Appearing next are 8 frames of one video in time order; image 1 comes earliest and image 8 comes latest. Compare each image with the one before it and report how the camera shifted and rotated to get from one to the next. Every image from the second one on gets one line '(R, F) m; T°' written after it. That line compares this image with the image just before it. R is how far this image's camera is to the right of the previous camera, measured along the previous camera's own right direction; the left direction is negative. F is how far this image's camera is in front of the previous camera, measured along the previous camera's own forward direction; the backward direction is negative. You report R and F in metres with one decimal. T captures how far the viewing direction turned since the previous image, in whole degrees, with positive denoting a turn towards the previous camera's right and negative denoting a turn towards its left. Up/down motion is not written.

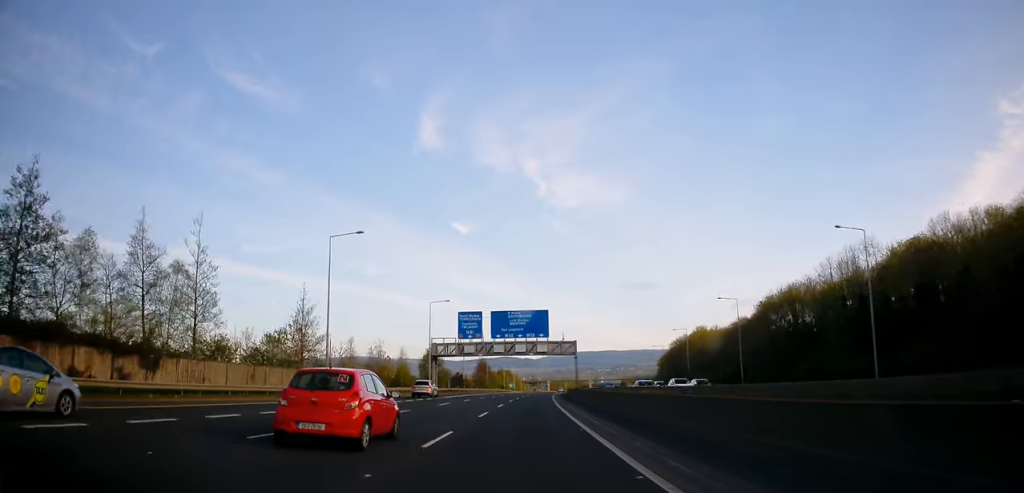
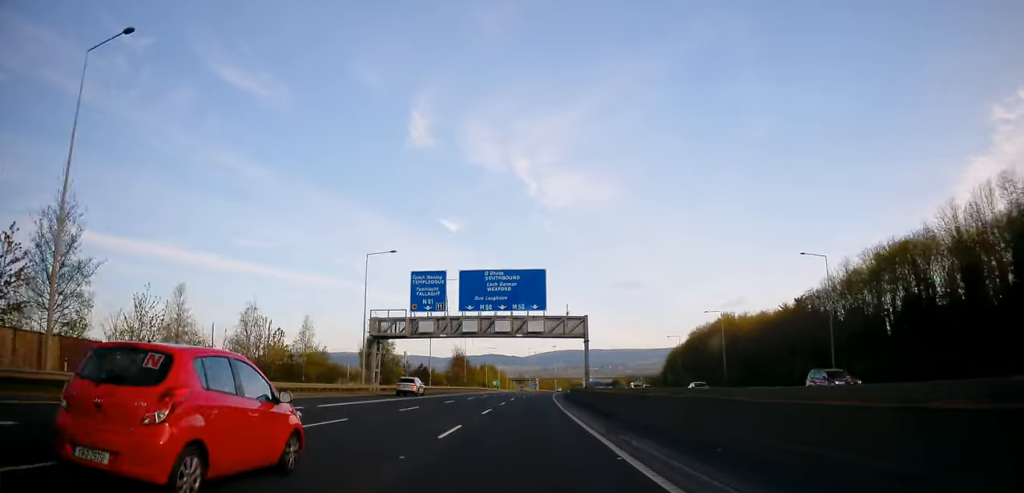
(+0.5, +33.6) m; +2°
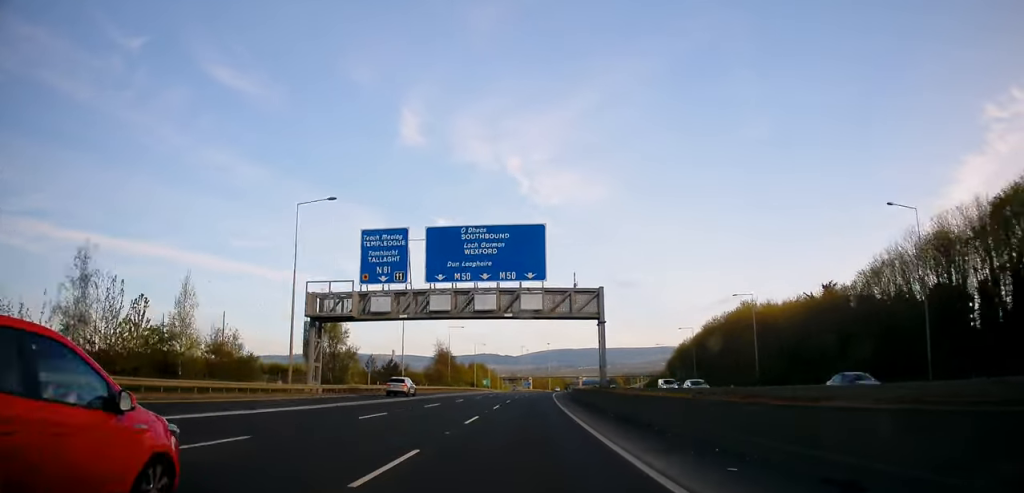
(+0.1, +18.1) m; +1°
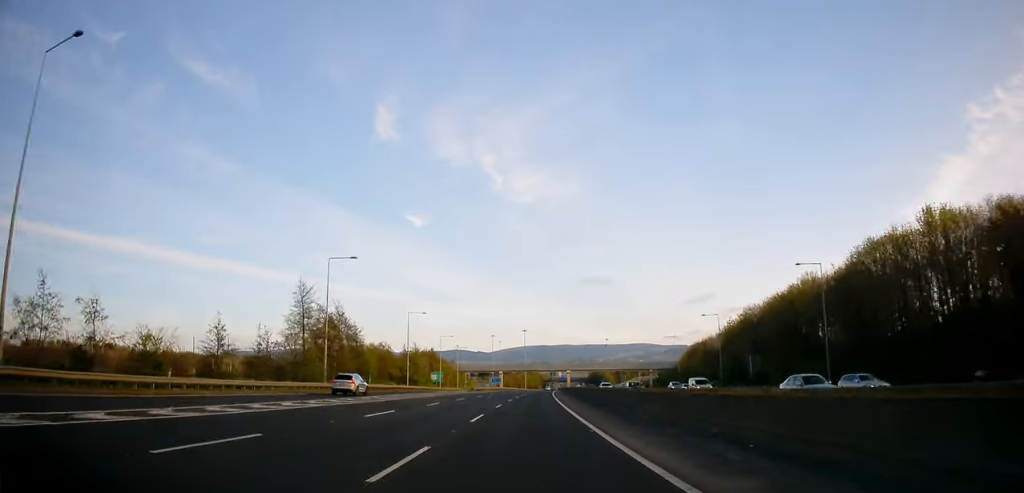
(+1.4, +71.3) m; +2°
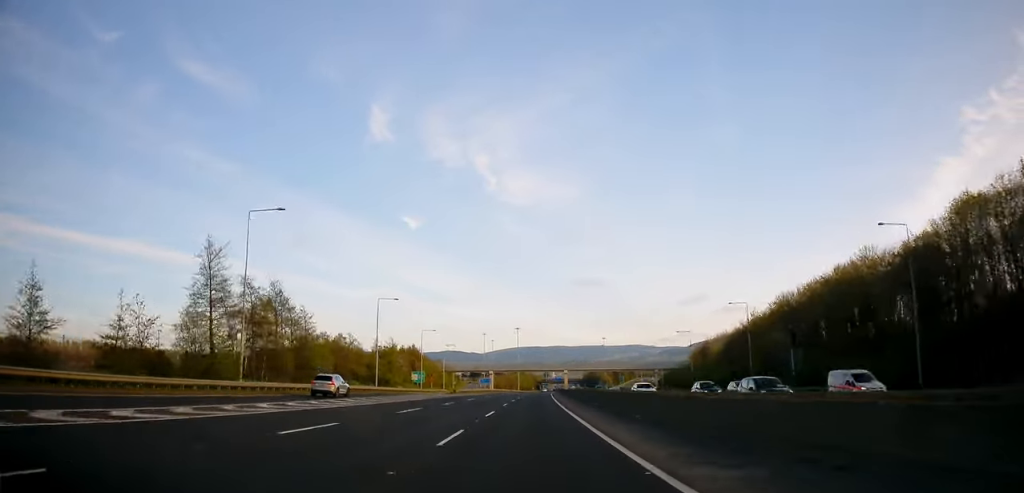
(+0.2, +18.2) m; +1°
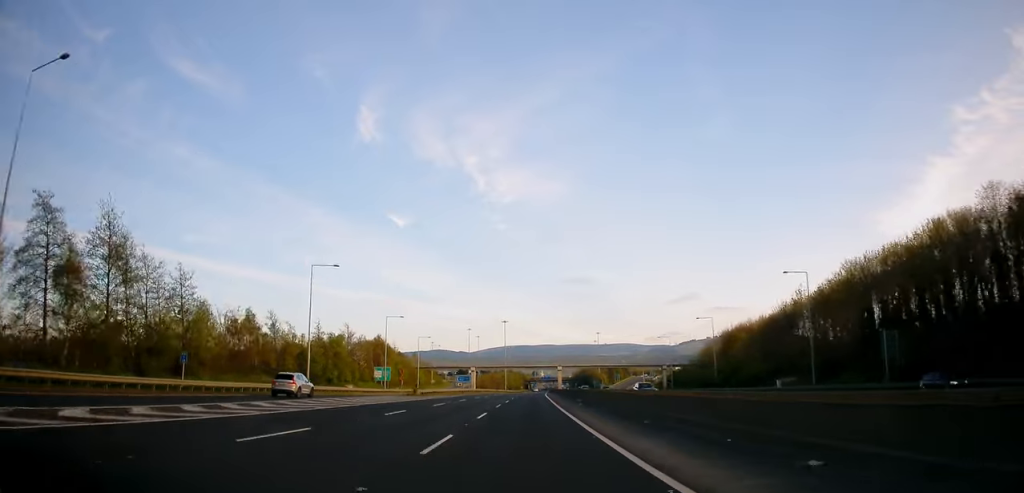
(0.0, +24.9) m; +1°
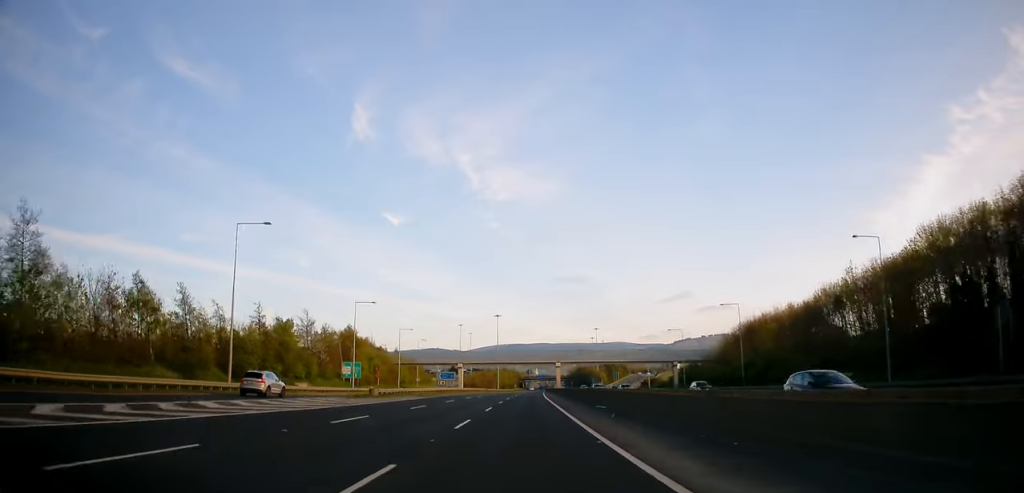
(0.0, +17.1) m; 0°
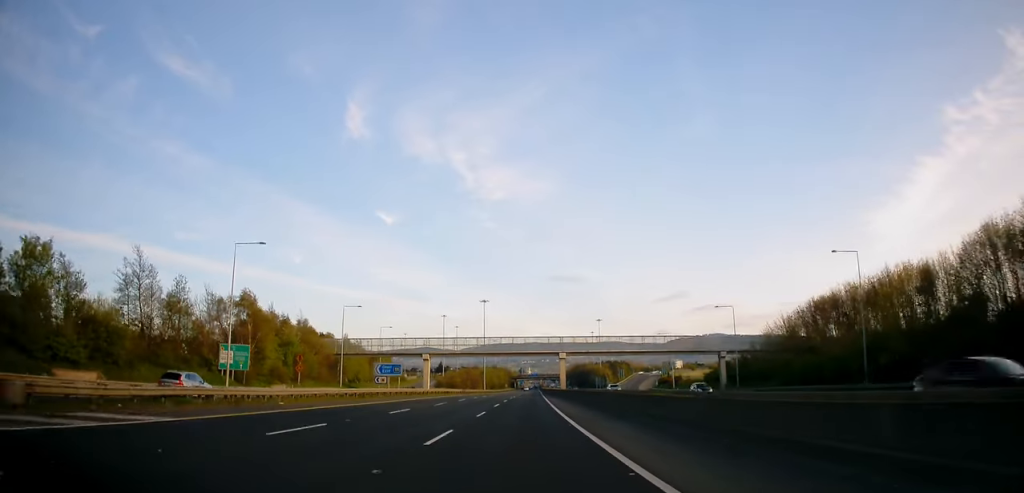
(+0.5, +39.8) m; +1°
